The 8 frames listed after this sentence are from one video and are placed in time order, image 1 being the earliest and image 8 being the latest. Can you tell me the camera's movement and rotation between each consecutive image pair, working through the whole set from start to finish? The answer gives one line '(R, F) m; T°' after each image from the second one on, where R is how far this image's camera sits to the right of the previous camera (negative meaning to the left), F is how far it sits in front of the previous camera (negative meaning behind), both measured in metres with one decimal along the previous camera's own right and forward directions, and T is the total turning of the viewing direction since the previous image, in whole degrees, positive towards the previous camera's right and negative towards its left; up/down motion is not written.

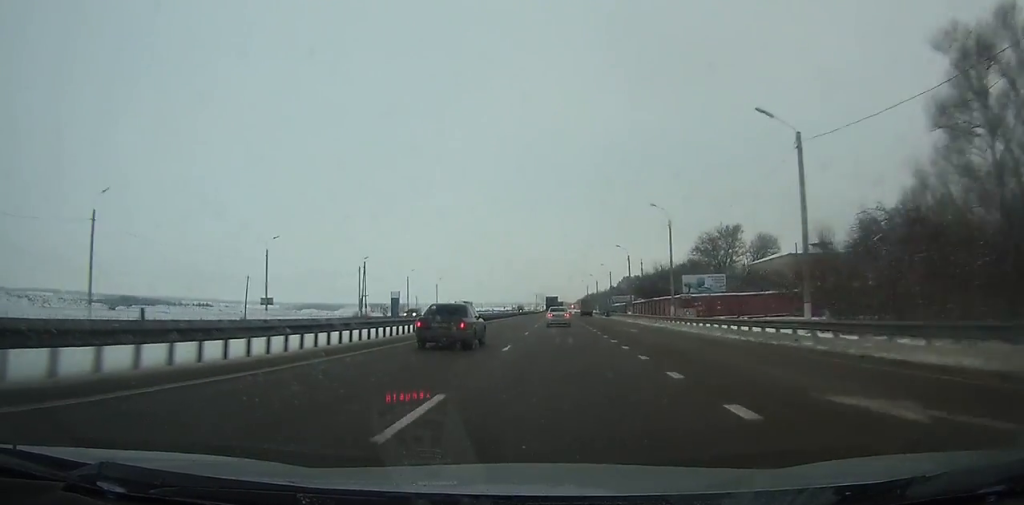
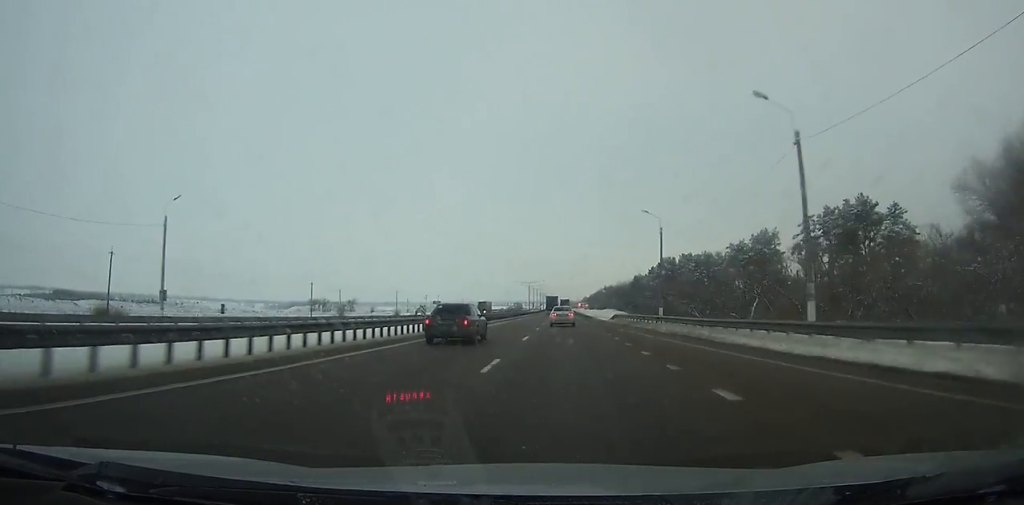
(0.0, +114.6) m; 0°
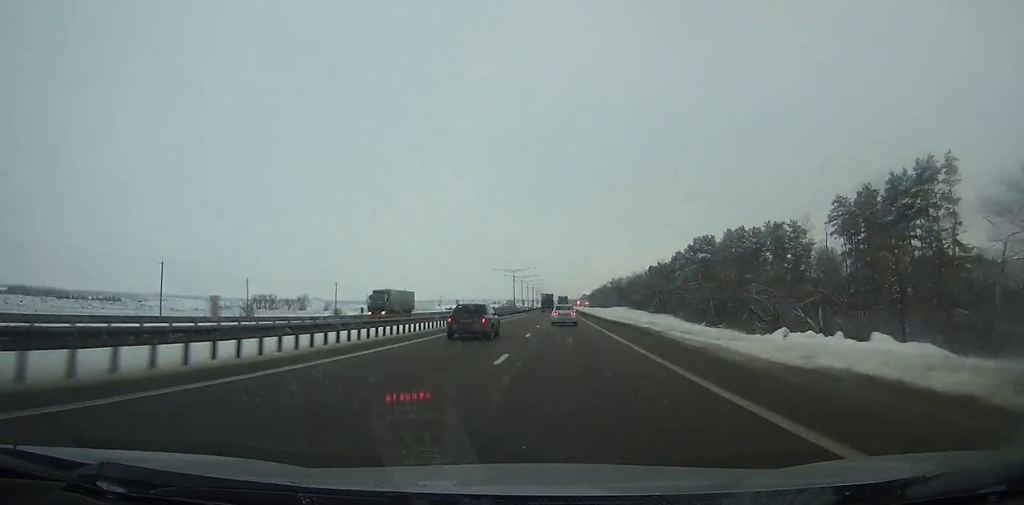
(-0.1, +58.5) m; 0°
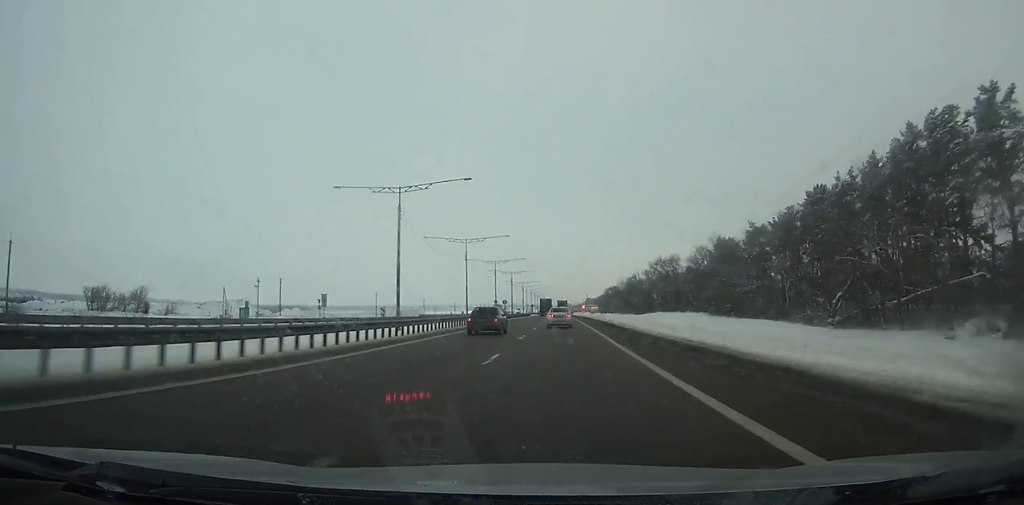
(+0.1, +105.8) m; 0°
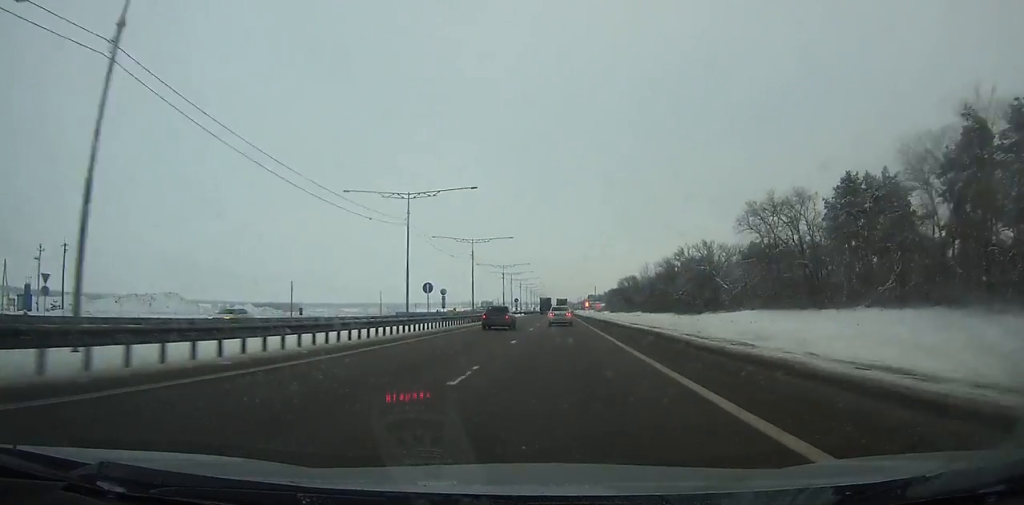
(-0.1, +64.0) m; 0°
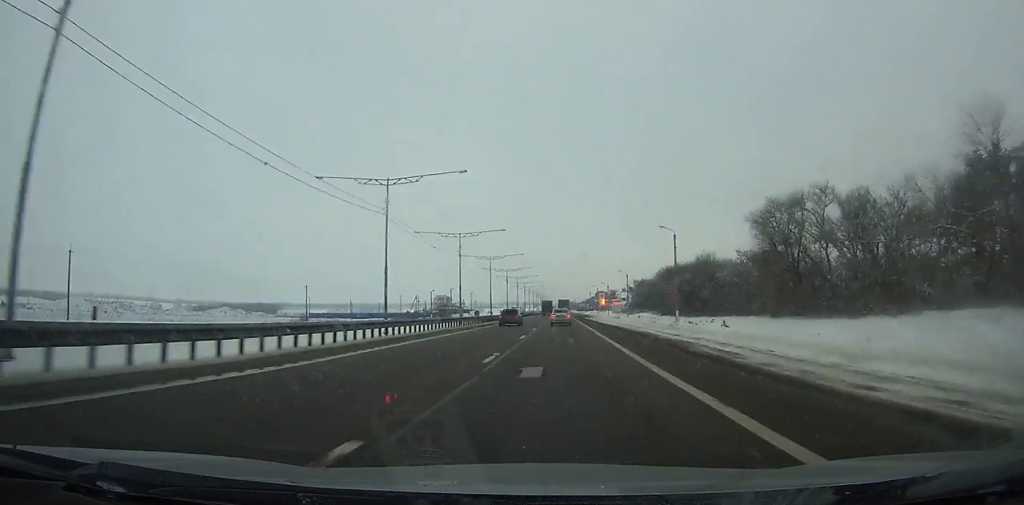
(-0.3, +138.9) m; 0°
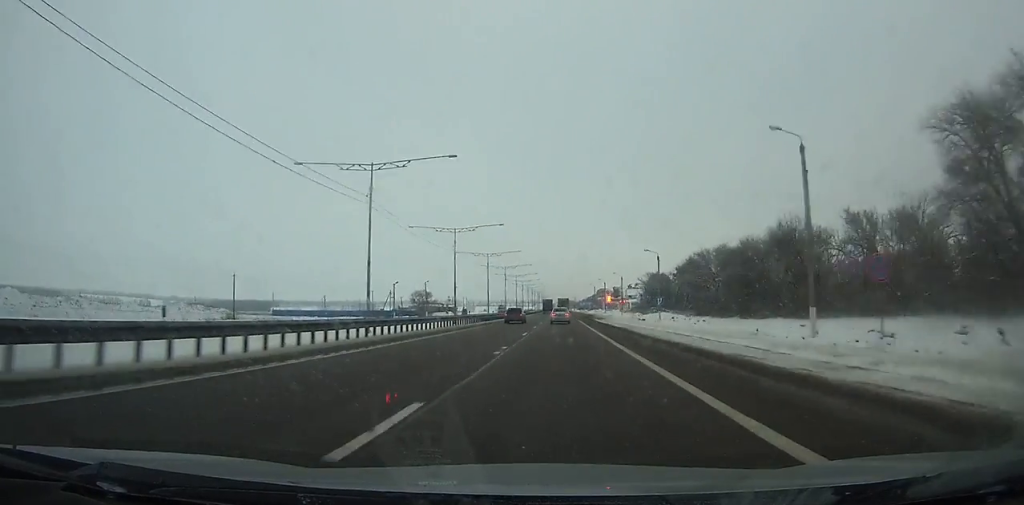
(+0.1, +34.5) m; 0°
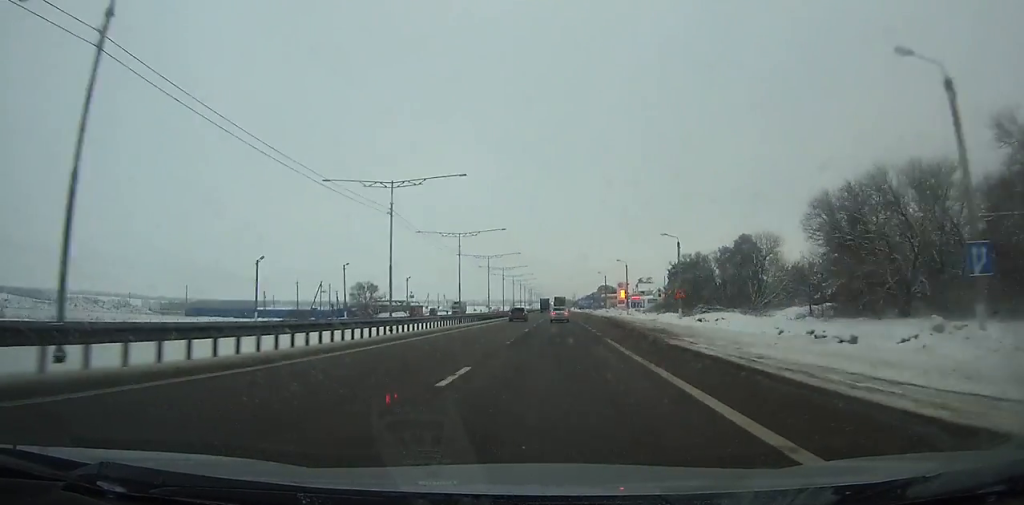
(0.0, +54.1) m; 0°
